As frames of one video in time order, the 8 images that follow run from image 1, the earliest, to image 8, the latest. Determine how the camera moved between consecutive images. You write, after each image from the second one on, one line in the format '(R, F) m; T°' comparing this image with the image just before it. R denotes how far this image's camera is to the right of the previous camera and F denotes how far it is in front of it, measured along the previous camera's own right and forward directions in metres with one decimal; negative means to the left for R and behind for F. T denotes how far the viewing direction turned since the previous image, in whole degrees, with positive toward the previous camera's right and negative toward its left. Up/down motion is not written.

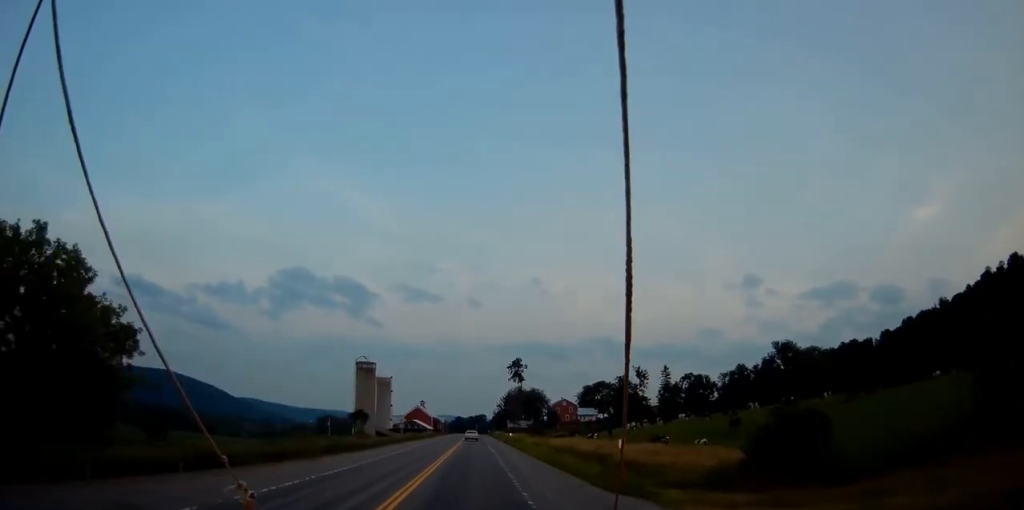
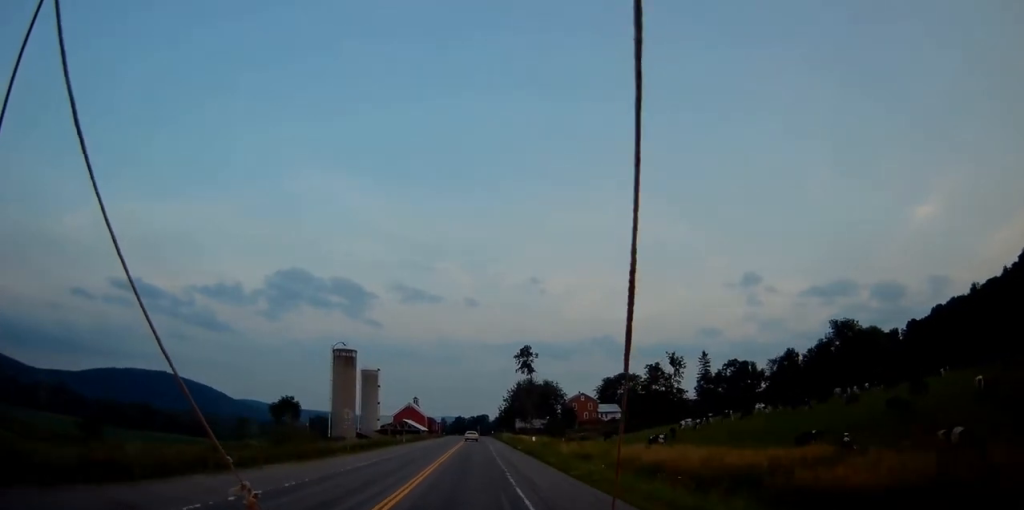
(+0.1, +31.4) m; 0°
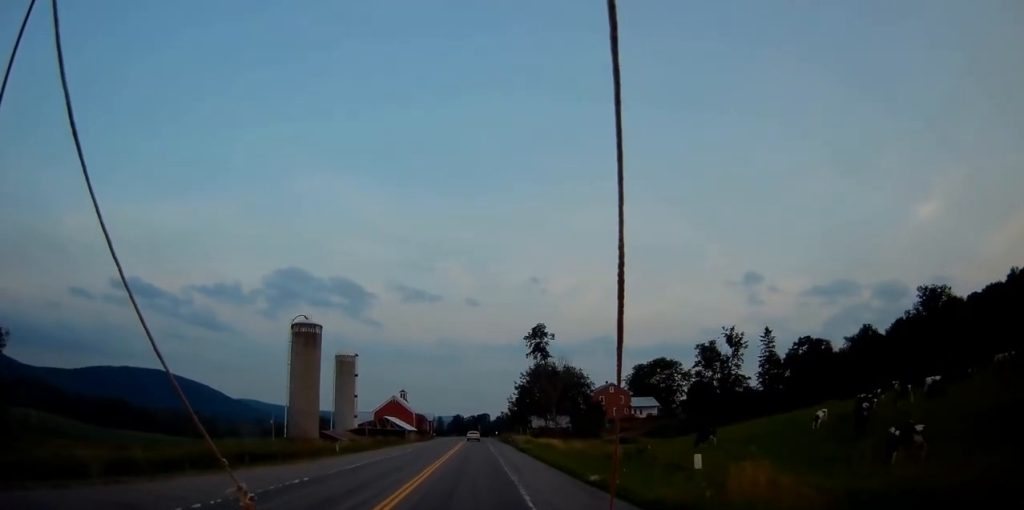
(-0.5, +35.9) m; -1°
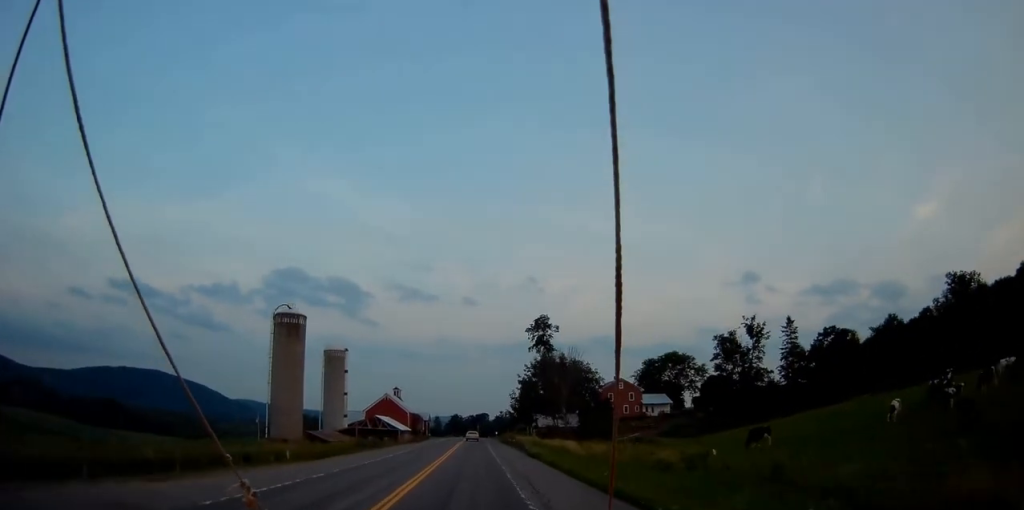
(+0.1, +10.3) m; 0°
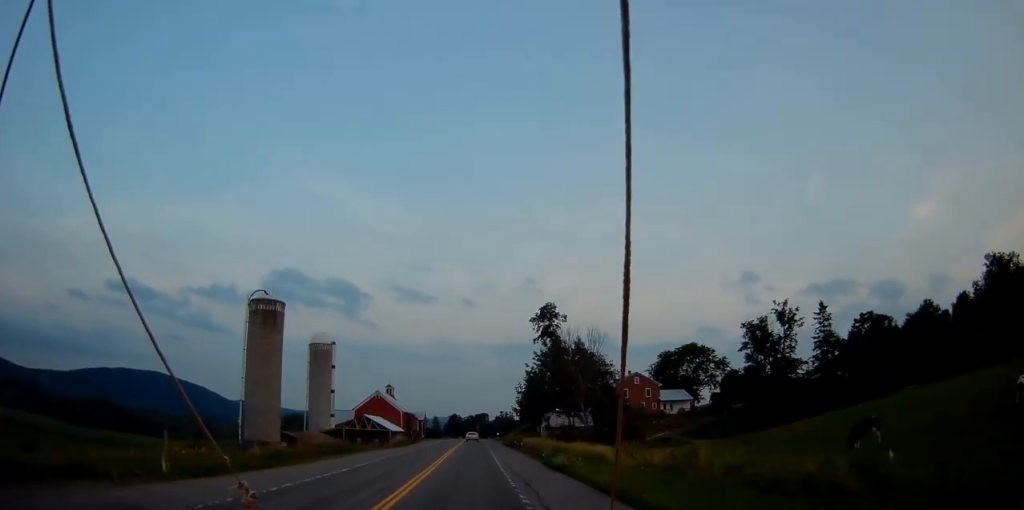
(+0.1, +12.4) m; +1°
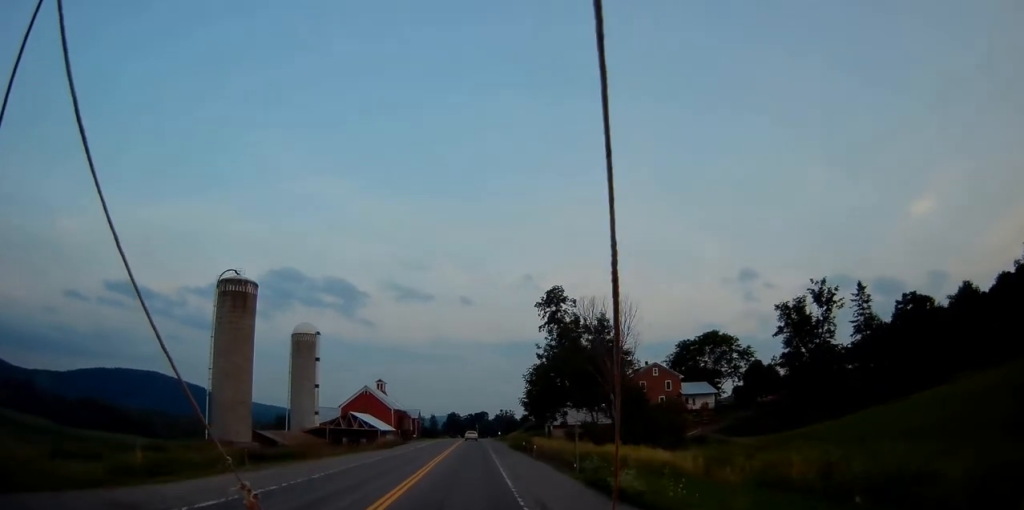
(0.0, +12.5) m; 0°
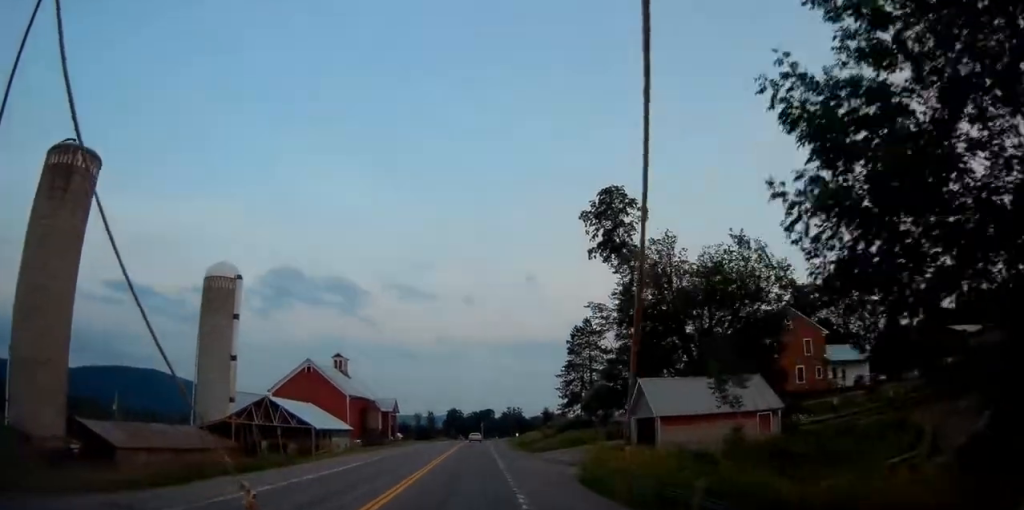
(-0.3, +43.8) m; 0°
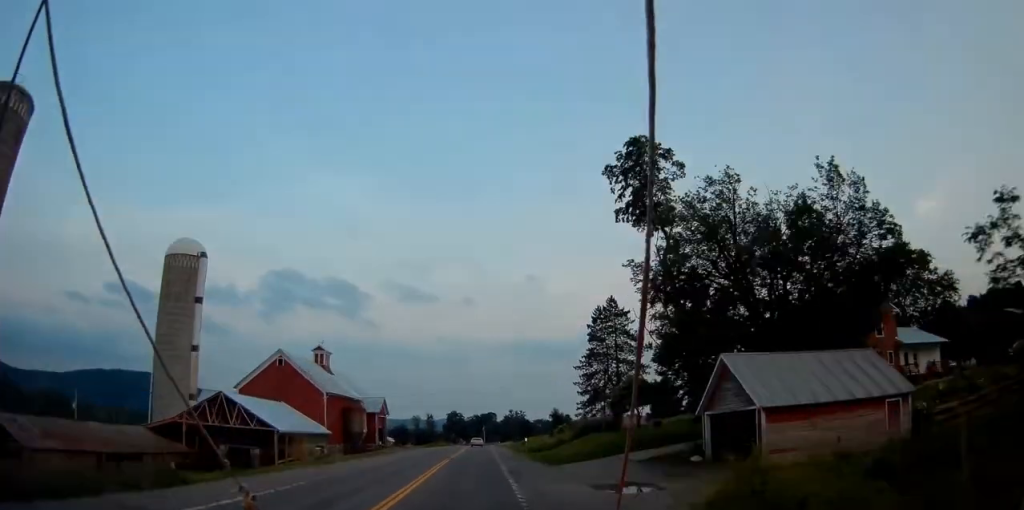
(+0.2, +11.9) m; 0°
